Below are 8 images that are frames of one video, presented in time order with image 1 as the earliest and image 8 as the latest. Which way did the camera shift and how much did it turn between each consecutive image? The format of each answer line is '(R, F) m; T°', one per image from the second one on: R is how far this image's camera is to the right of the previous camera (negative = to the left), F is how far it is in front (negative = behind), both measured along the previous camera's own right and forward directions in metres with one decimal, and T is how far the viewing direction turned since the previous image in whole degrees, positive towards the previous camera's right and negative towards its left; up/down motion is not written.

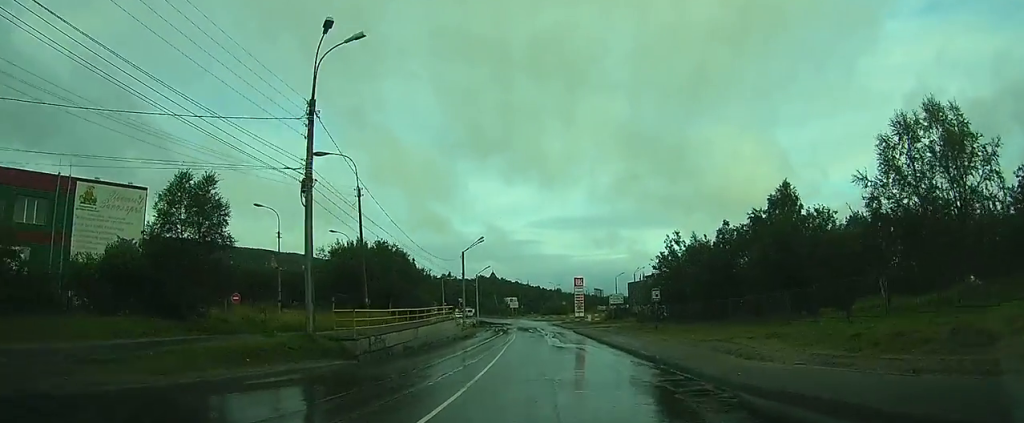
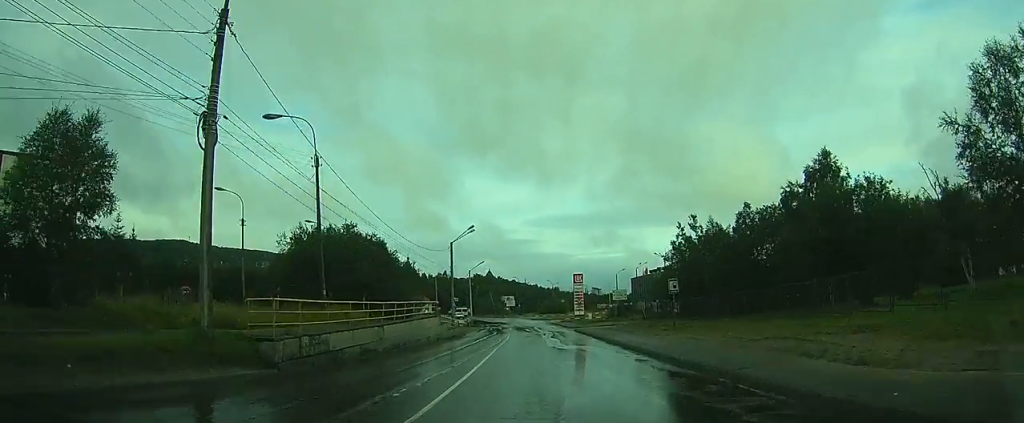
(0.0, +8.4) m; 0°
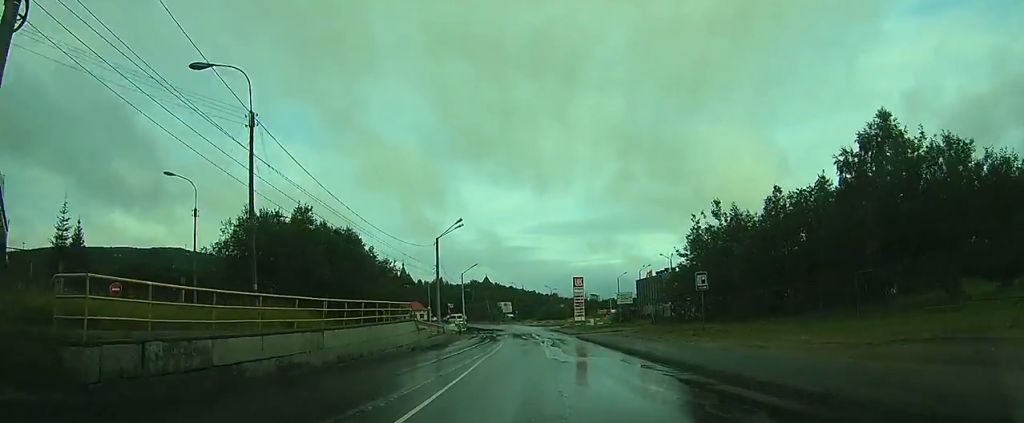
(0.0, +8.9) m; 0°
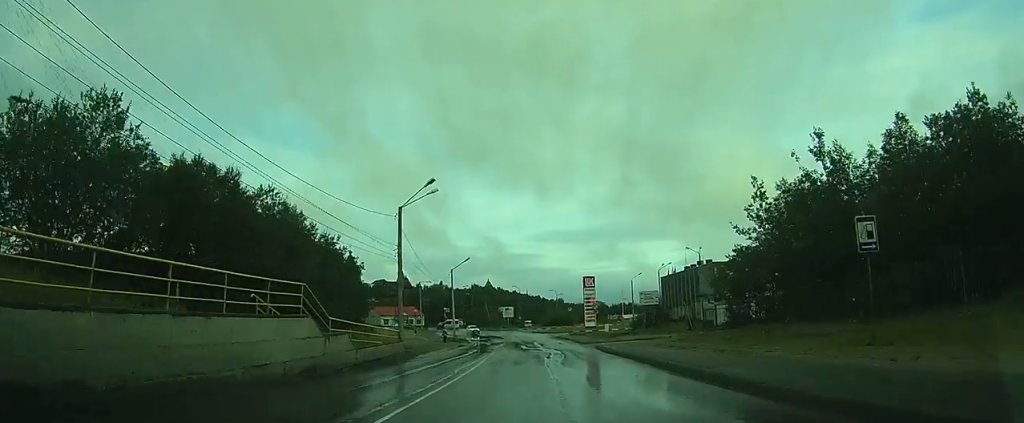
(0.0, +19.8) m; 0°
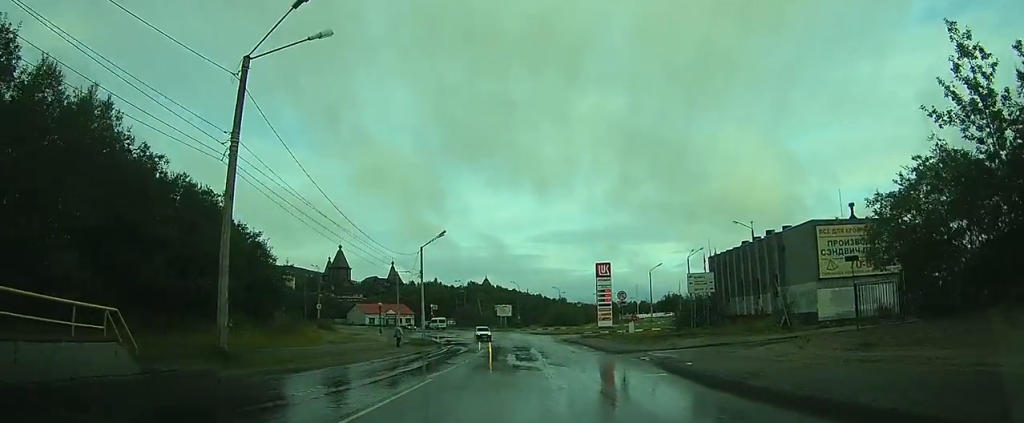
(-0.6, +28.1) m; -2°
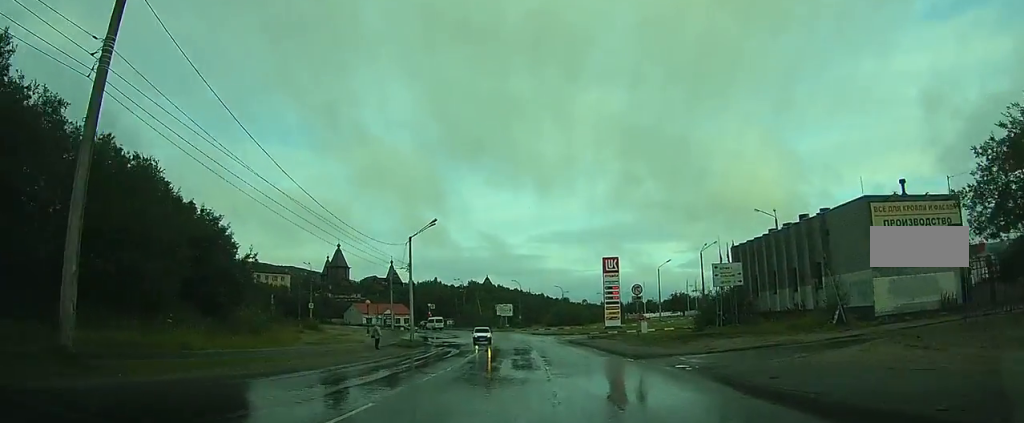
(0.0, +8.3) m; 0°
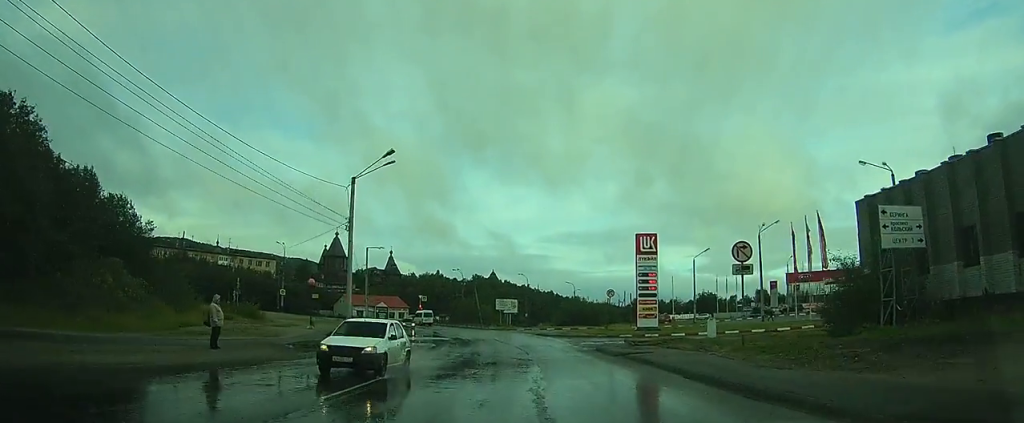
(0.0, +23.1) m; +1°
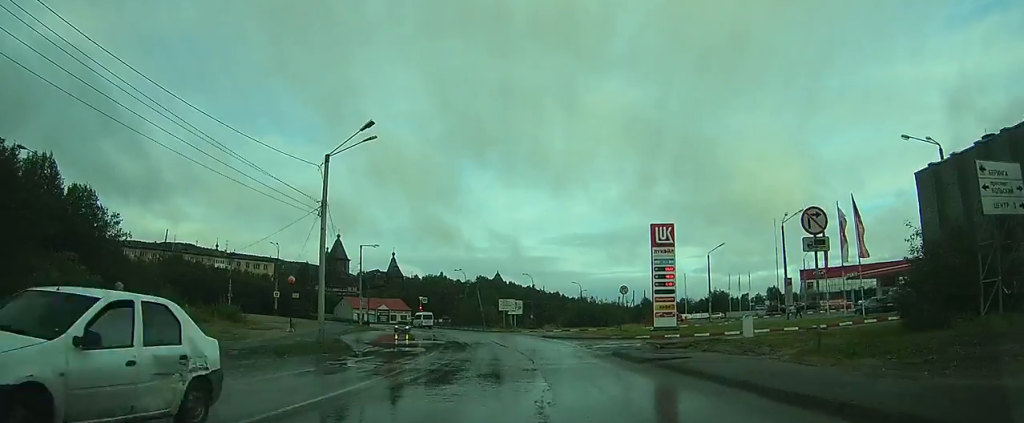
(-0.1, +5.3) m; +1°
